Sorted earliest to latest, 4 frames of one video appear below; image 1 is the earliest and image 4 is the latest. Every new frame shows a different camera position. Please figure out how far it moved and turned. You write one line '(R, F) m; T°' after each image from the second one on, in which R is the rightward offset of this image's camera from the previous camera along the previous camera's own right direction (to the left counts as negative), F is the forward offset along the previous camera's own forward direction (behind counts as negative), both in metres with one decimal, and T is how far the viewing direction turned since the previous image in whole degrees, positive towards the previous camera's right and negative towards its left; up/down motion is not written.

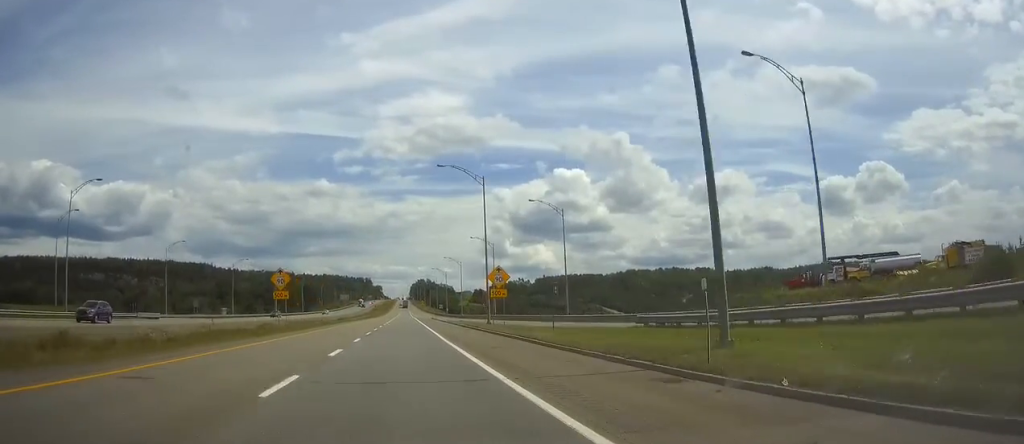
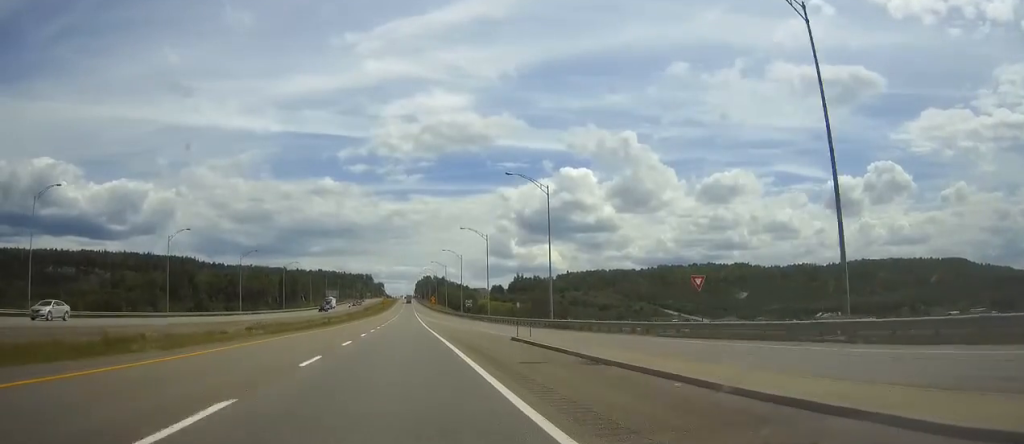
(-0.2, +92.2) m; 0°
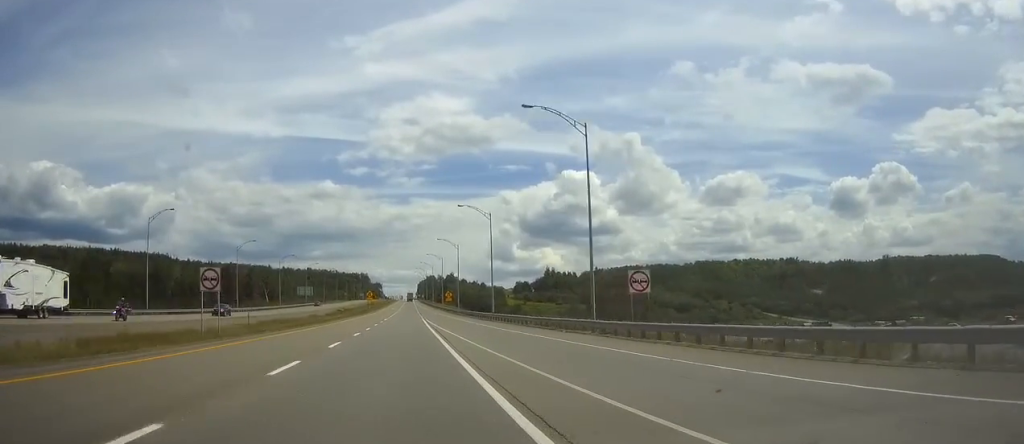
(+0.3, +99.6) m; 0°
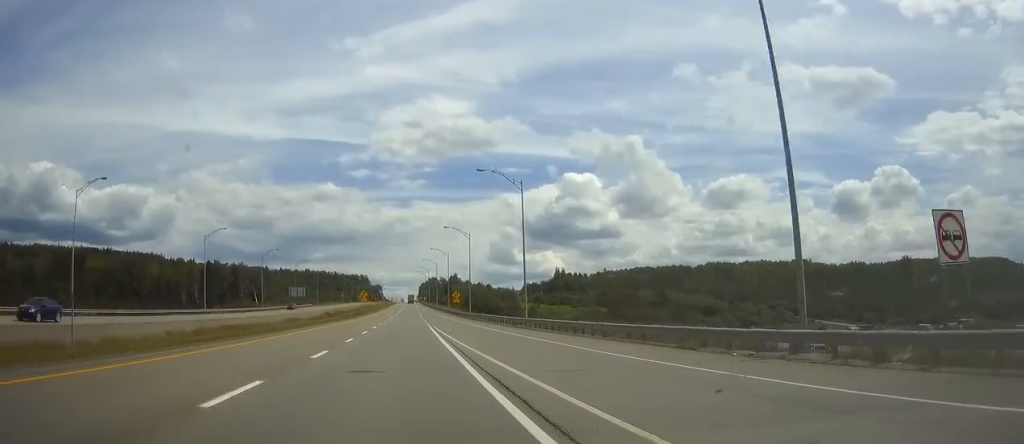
(0.0, +22.0) m; 0°
